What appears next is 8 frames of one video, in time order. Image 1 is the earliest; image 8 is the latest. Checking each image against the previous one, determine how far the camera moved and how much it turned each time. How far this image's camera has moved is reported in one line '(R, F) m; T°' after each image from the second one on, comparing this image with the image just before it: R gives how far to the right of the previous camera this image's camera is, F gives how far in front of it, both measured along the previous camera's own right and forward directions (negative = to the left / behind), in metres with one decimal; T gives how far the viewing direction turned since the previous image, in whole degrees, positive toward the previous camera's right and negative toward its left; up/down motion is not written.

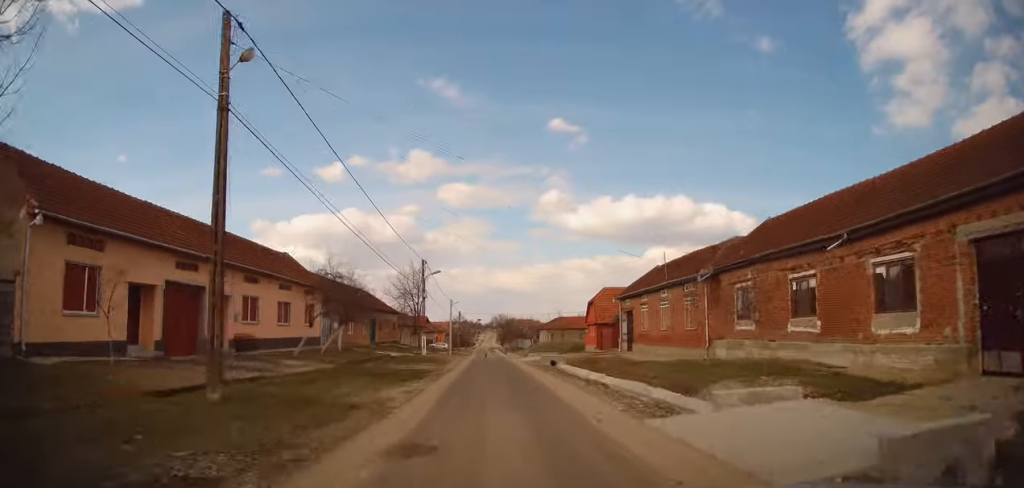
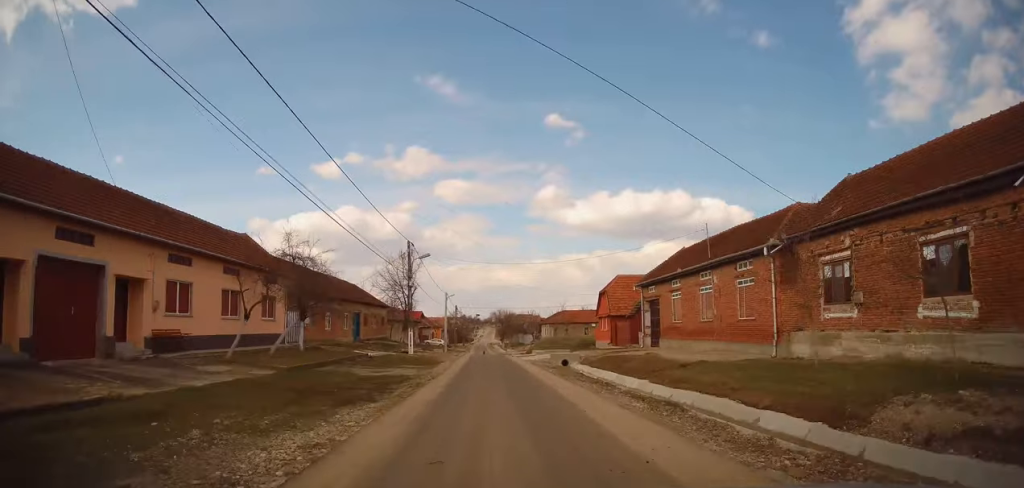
(+0.1, +7.0) m; 0°
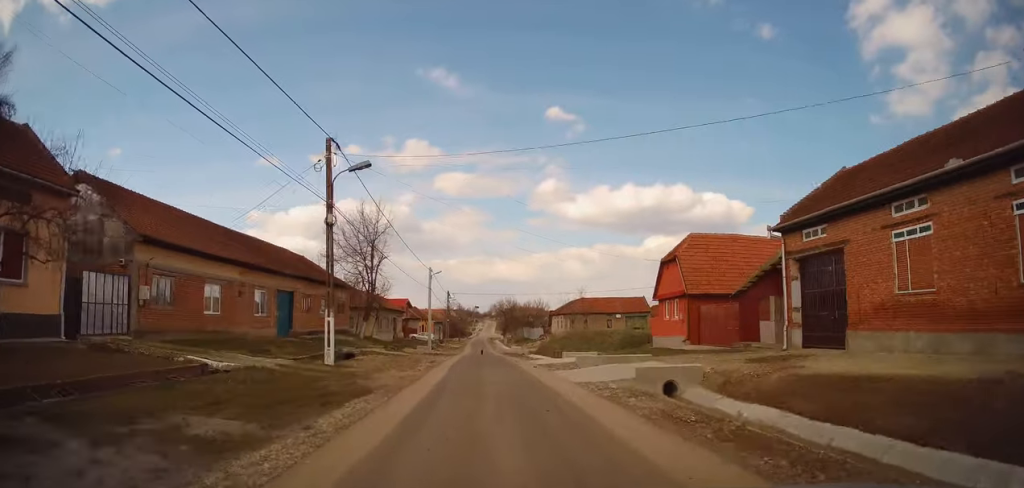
(0.0, +19.5) m; -1°
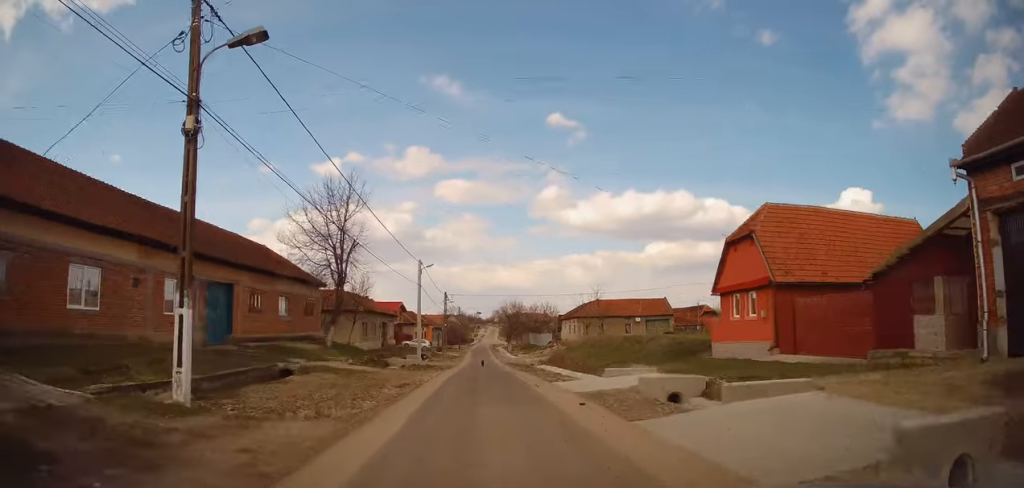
(0.0, +9.7) m; 0°
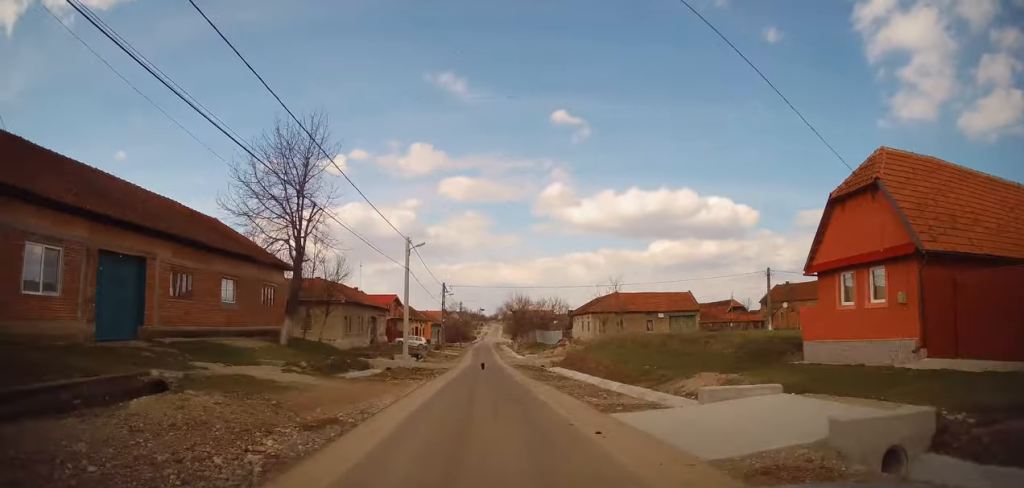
(0.0, +8.3) m; 0°
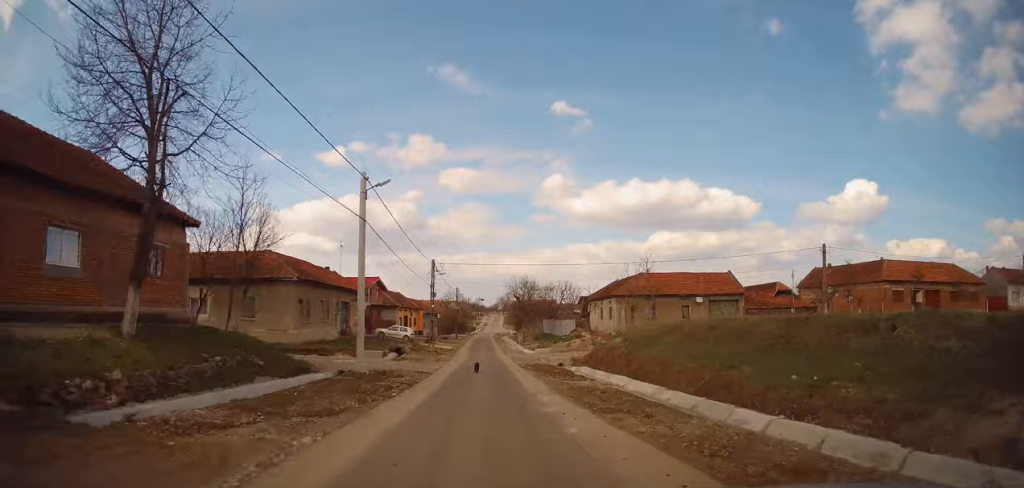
(0.0, +11.8) m; 0°
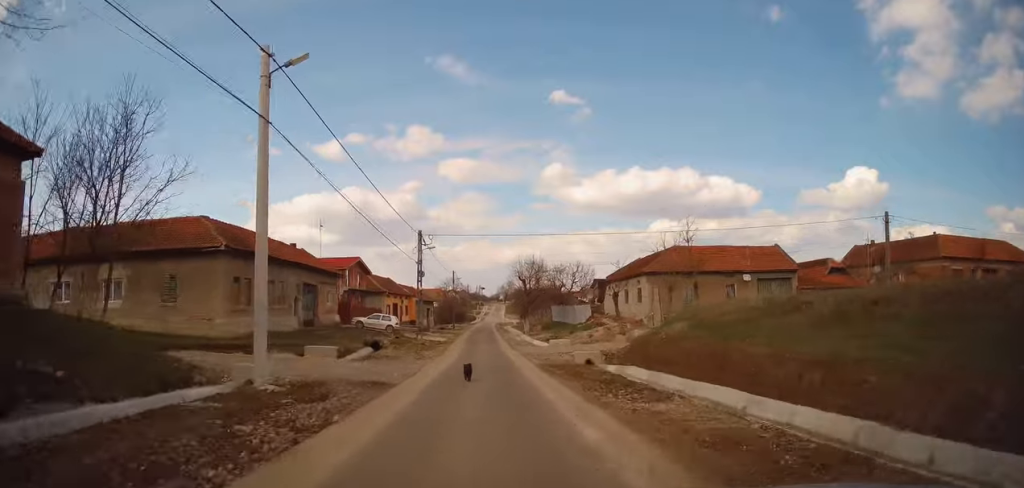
(0.0, +9.9) m; +1°
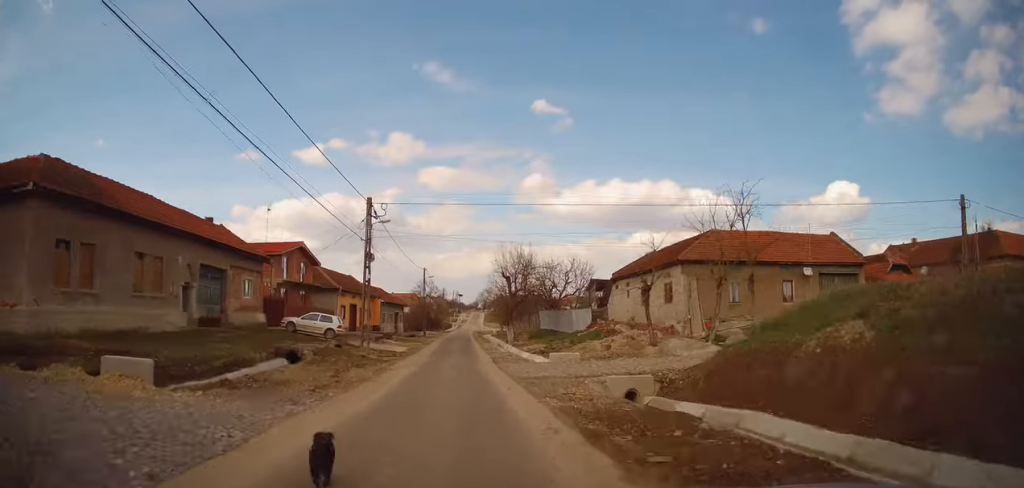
(+0.2, +12.1) m; 0°
